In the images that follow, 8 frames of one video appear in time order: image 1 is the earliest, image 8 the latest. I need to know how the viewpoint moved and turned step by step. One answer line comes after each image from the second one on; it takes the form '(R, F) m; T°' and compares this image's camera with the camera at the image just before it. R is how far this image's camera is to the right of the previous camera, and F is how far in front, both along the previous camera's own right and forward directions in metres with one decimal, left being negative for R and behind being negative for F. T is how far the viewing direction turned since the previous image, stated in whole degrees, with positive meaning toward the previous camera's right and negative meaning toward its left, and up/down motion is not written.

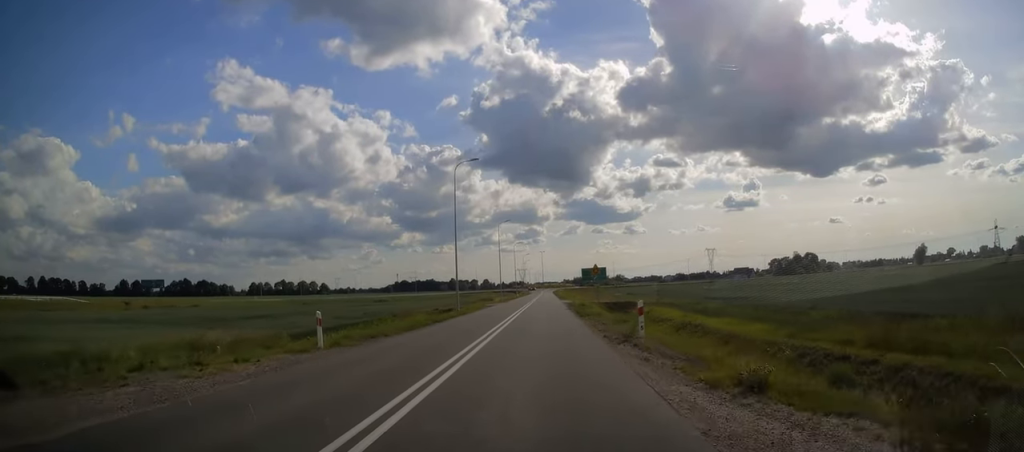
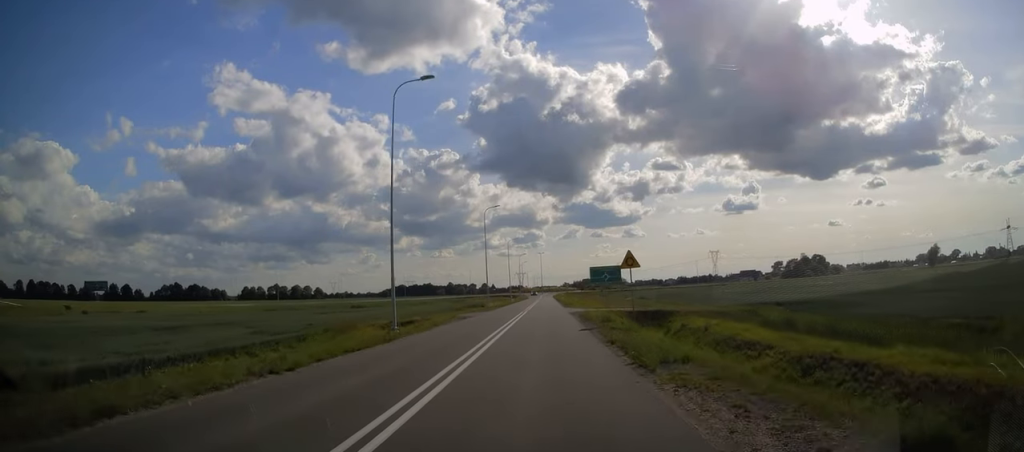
(-0.2, +17.3) m; +1°
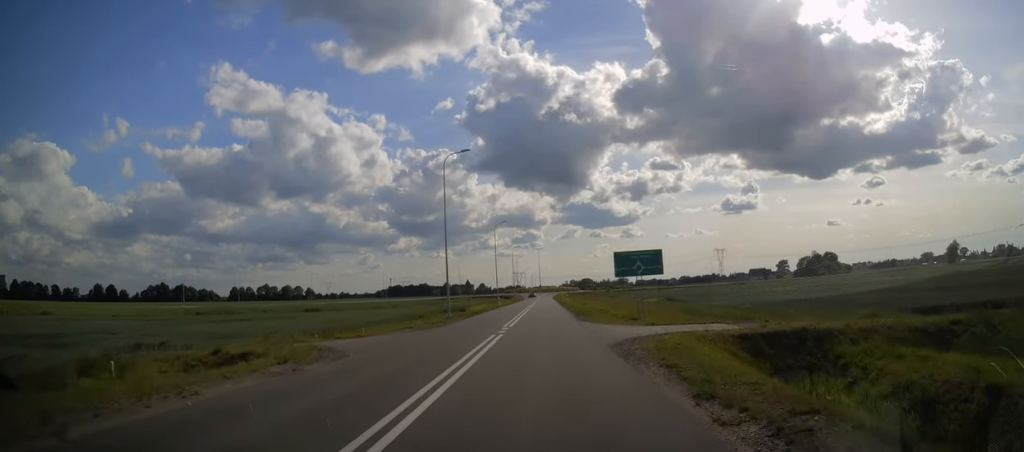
(+0.2, +24.6) m; -1°
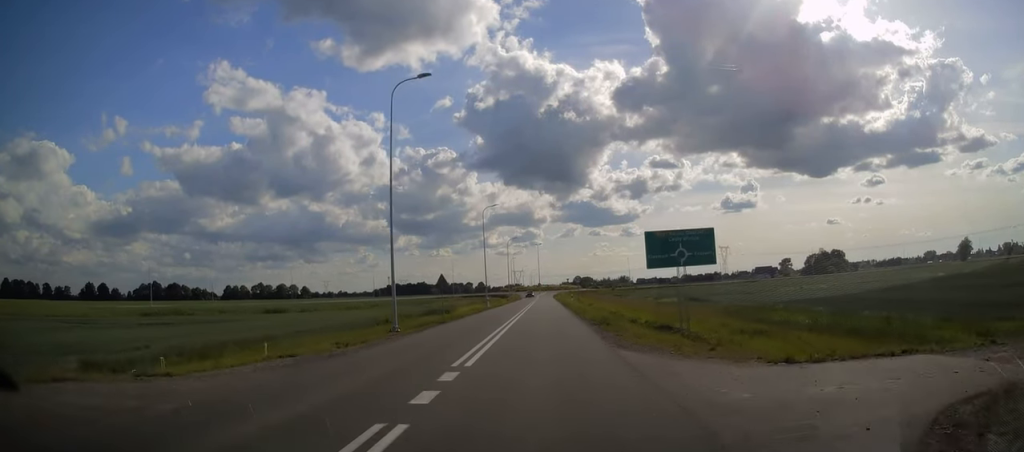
(-0.2, +13.4) m; 0°
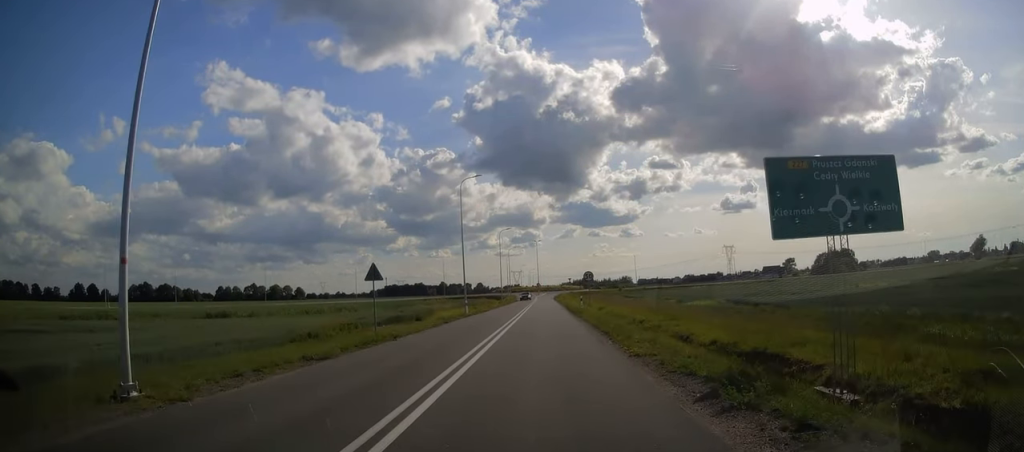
(+0.1, +16.3) m; +1°
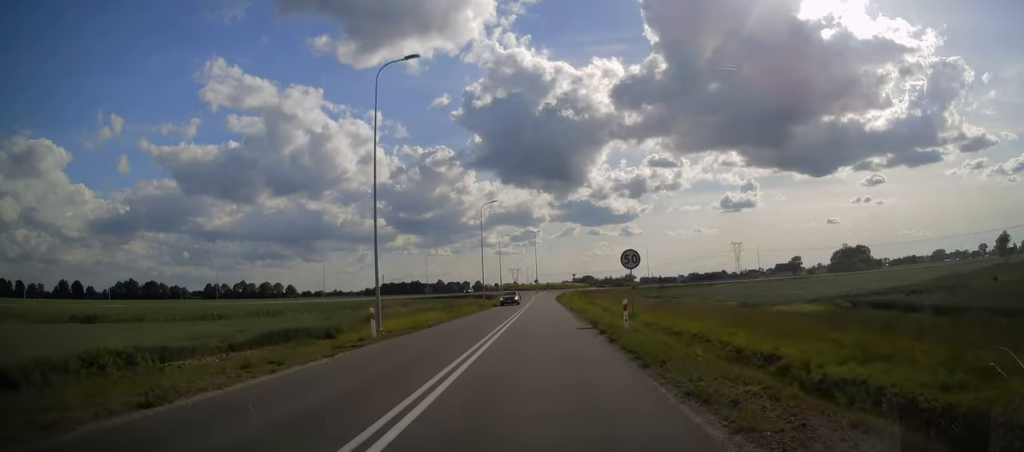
(+0.3, +23.9) m; 0°
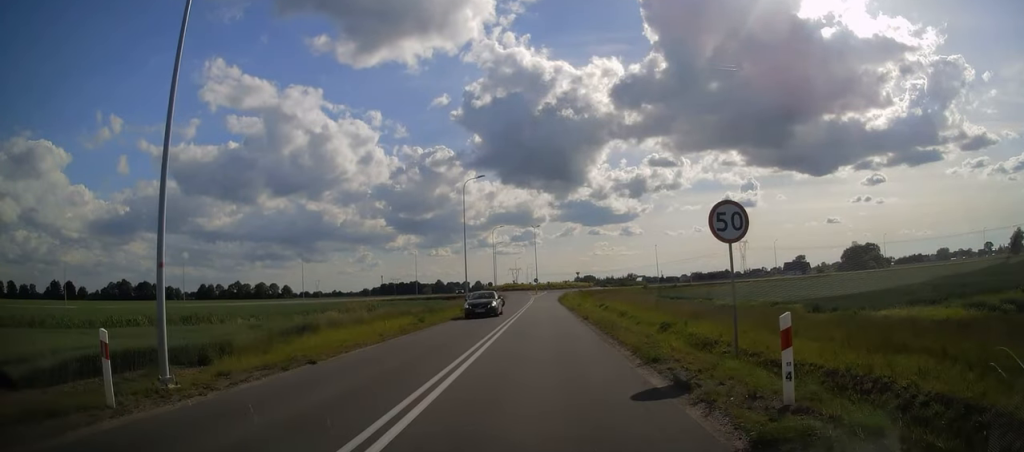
(-0.1, +13.4) m; +1°
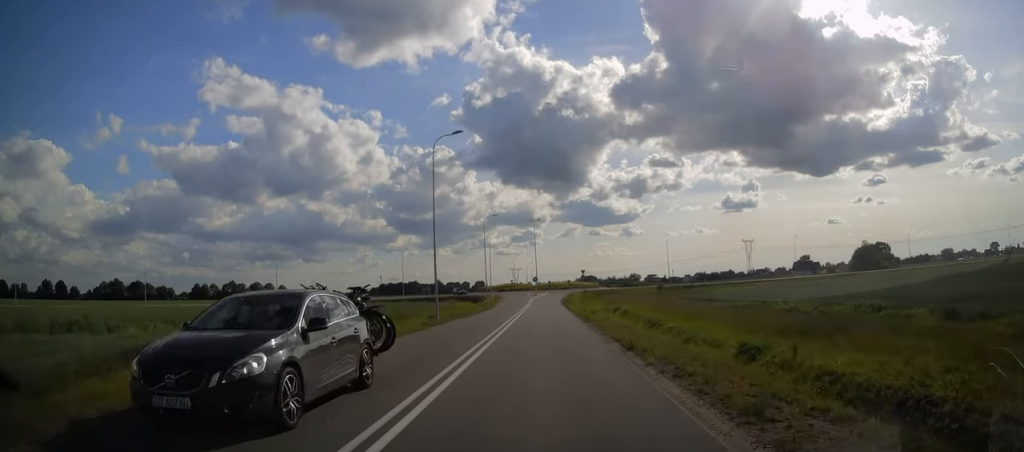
(+0.2, +13.5) m; 0°
